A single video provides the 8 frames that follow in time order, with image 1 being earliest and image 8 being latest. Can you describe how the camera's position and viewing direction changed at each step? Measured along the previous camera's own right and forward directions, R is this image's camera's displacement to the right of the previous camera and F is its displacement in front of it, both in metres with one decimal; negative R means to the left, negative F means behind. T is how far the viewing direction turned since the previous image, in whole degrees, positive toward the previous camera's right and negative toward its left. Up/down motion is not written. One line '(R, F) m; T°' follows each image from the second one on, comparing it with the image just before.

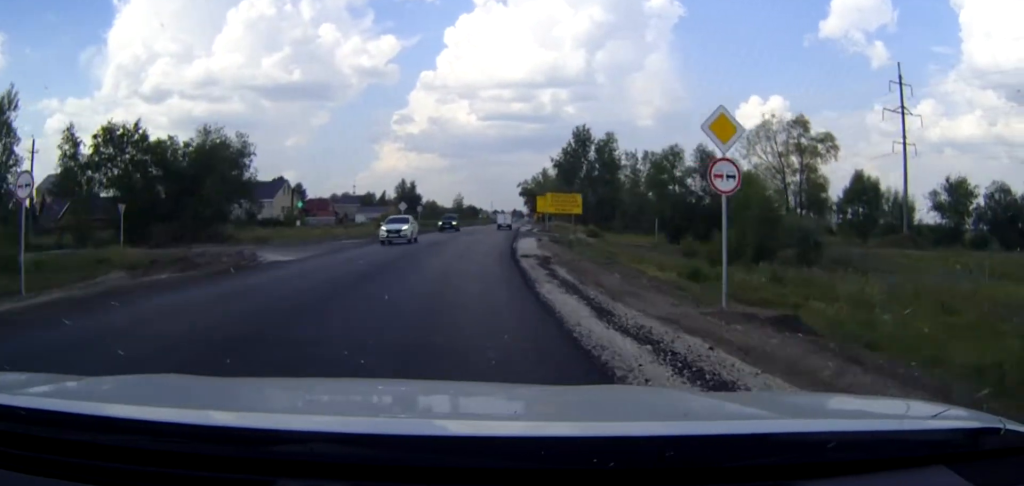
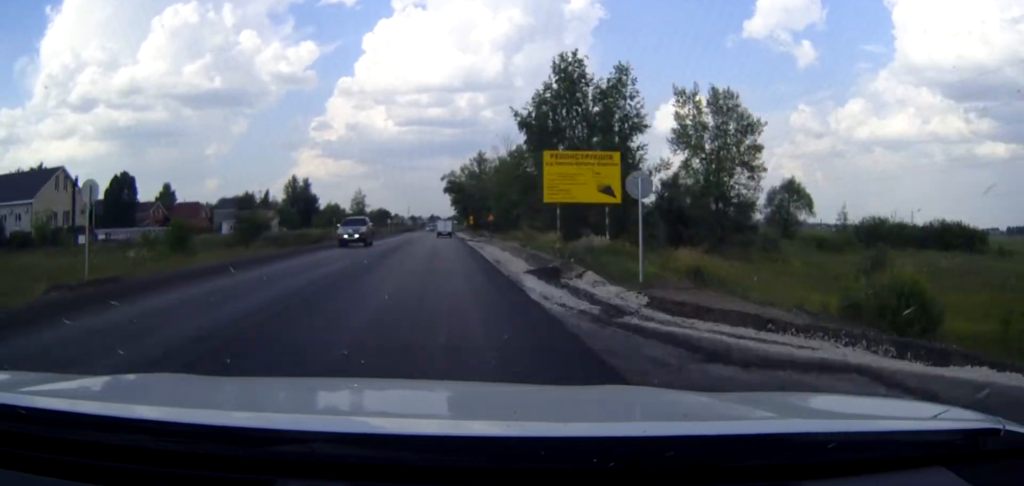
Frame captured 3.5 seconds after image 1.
(+4.7, +65.6) m; +7°
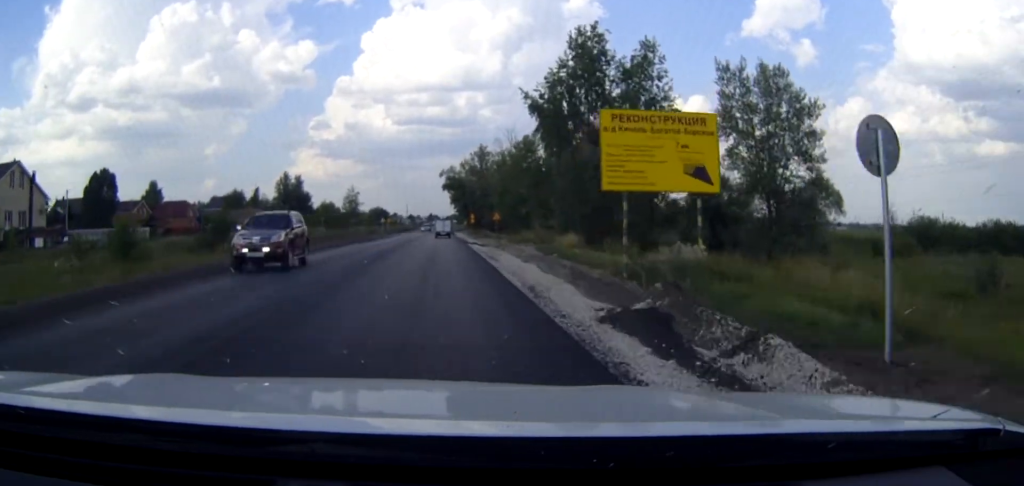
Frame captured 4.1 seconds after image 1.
(0.0, +10.6) m; 0°
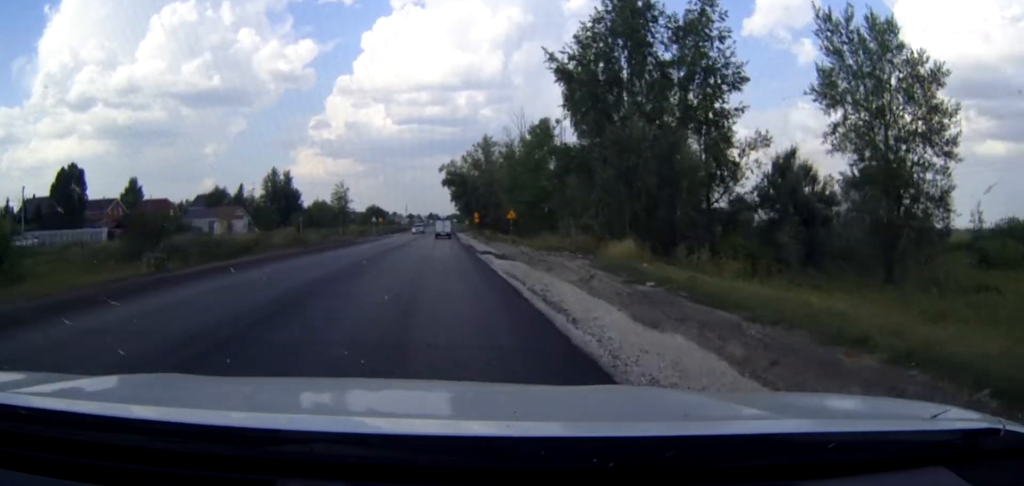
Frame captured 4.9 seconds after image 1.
(0.0, +15.6) m; 0°
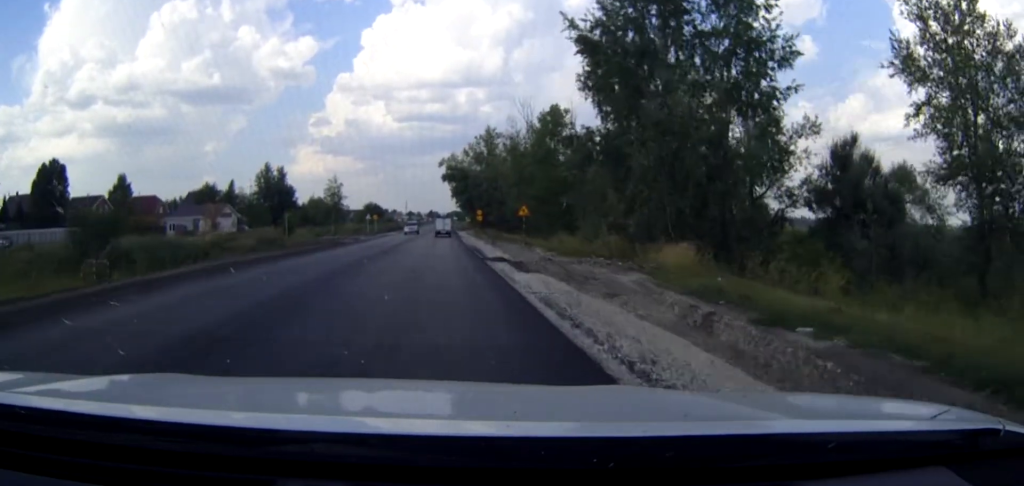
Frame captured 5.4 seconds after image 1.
(0.0, +8.1) m; 0°
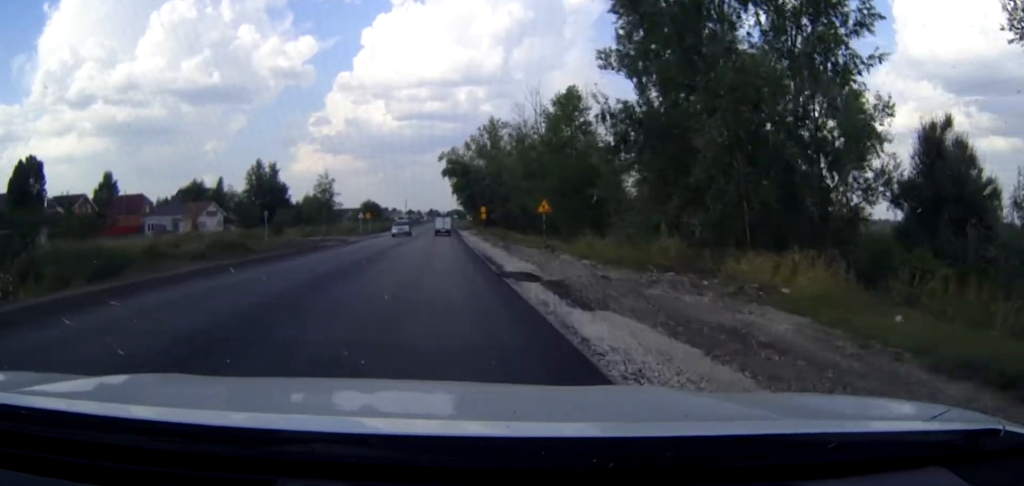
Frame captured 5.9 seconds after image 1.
(0.0, +9.3) m; 0°
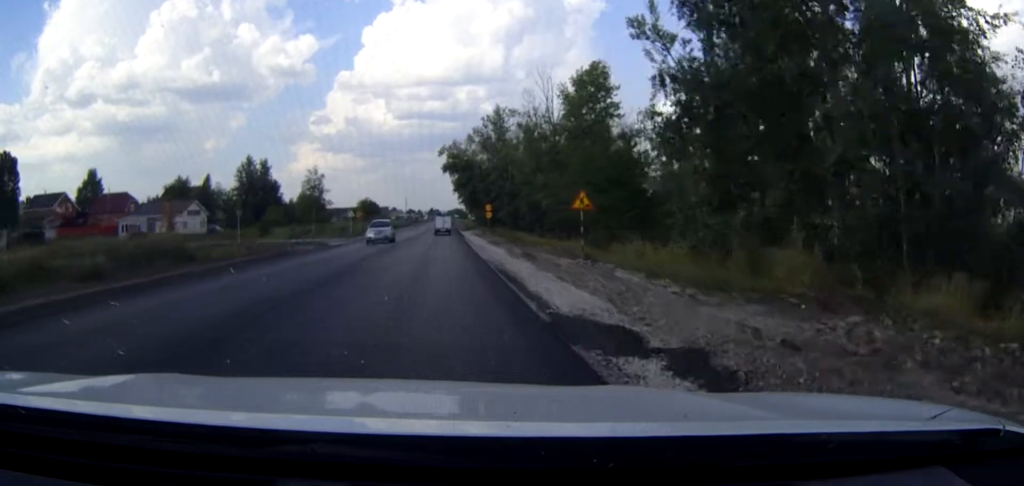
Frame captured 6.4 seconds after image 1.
(0.0, +10.0) m; 0°
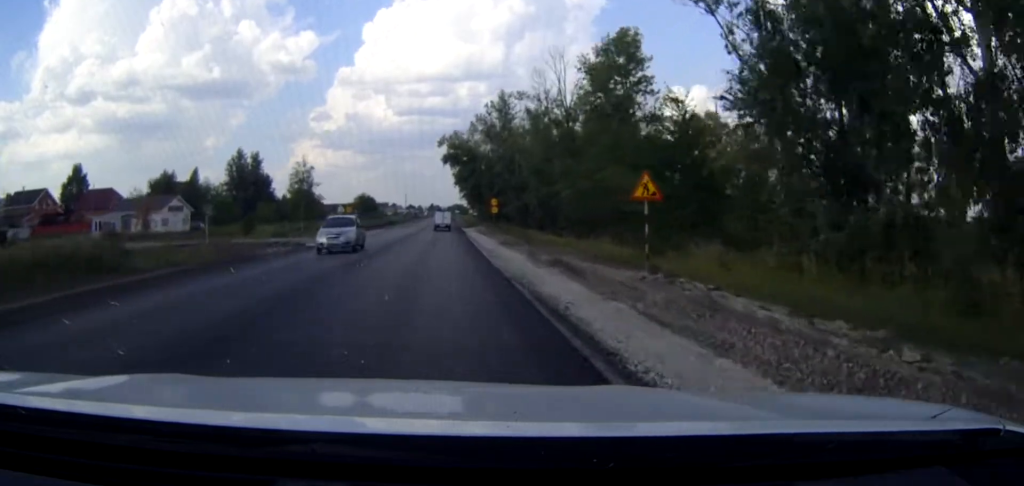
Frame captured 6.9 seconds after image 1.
(0.0, +8.7) m; 0°
